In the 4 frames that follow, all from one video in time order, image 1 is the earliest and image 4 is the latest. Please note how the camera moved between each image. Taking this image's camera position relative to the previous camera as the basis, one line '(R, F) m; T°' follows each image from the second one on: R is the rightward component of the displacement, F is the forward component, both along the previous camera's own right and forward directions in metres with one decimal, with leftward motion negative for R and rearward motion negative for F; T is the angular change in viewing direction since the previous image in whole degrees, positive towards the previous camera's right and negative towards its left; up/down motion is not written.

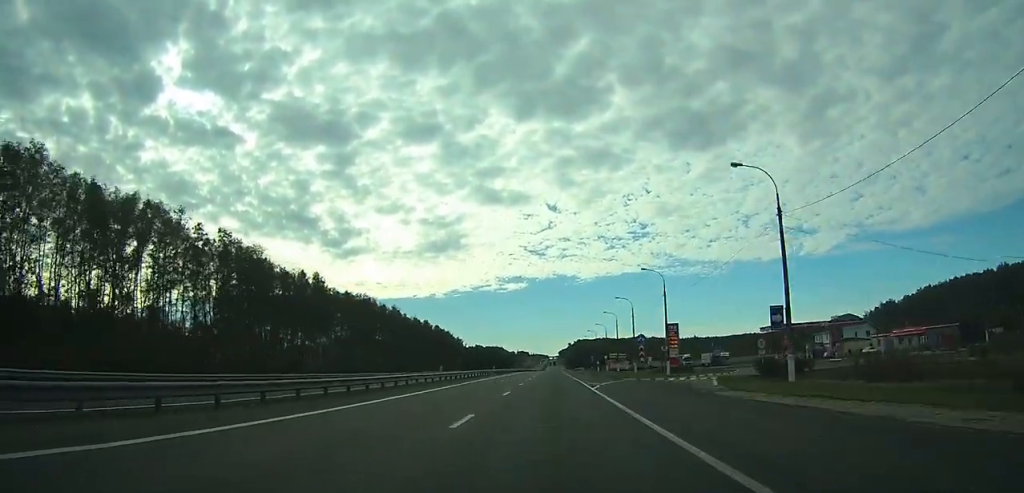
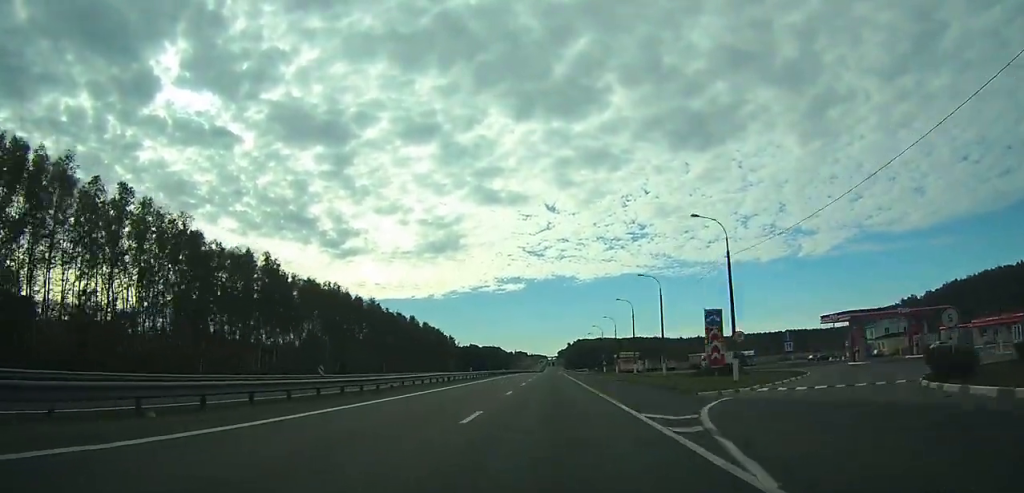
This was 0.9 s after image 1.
(0.0, +23.2) m; 0°
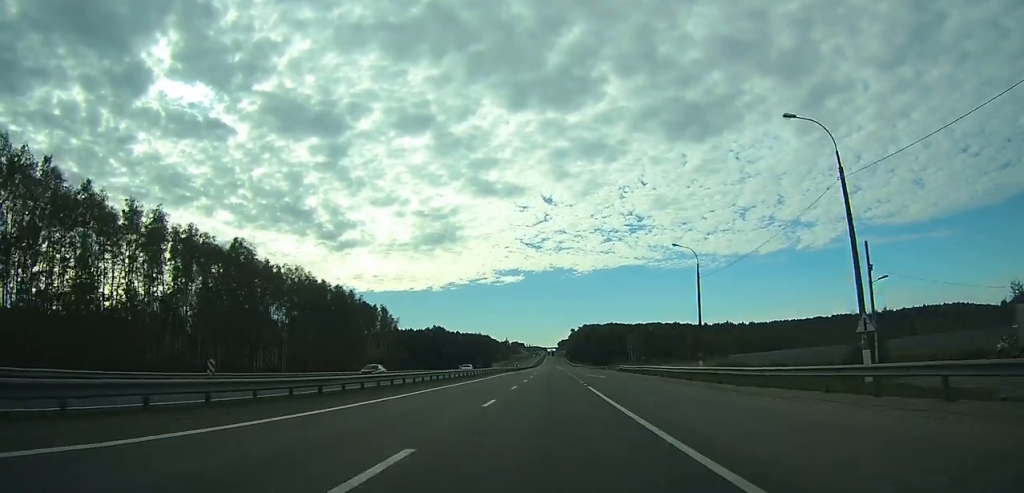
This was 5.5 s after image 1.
(-0.1, +126.4) m; 0°
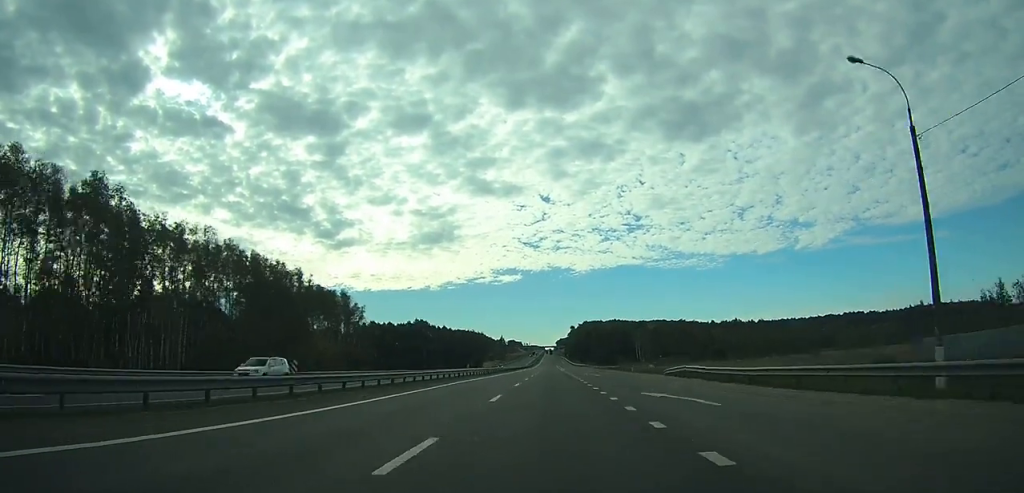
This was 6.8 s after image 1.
(-0.1, +34.9) m; 0°
